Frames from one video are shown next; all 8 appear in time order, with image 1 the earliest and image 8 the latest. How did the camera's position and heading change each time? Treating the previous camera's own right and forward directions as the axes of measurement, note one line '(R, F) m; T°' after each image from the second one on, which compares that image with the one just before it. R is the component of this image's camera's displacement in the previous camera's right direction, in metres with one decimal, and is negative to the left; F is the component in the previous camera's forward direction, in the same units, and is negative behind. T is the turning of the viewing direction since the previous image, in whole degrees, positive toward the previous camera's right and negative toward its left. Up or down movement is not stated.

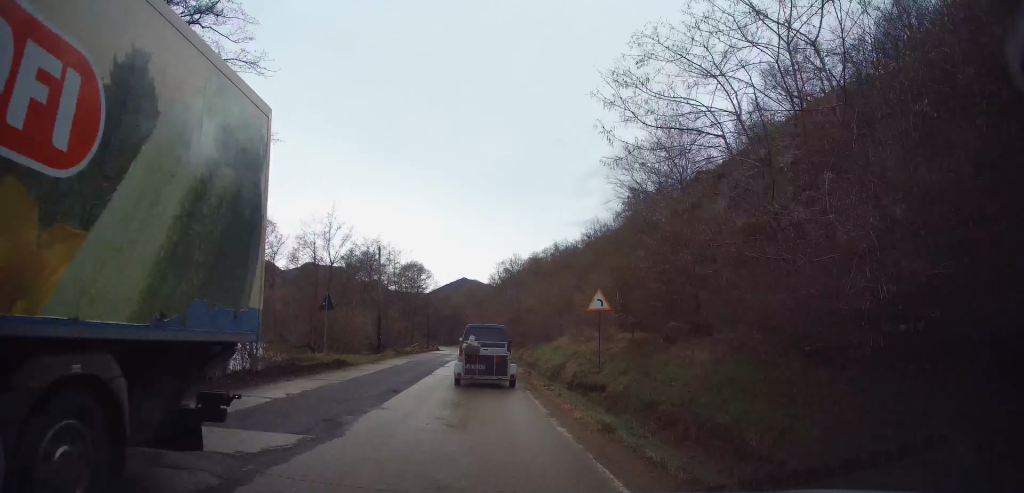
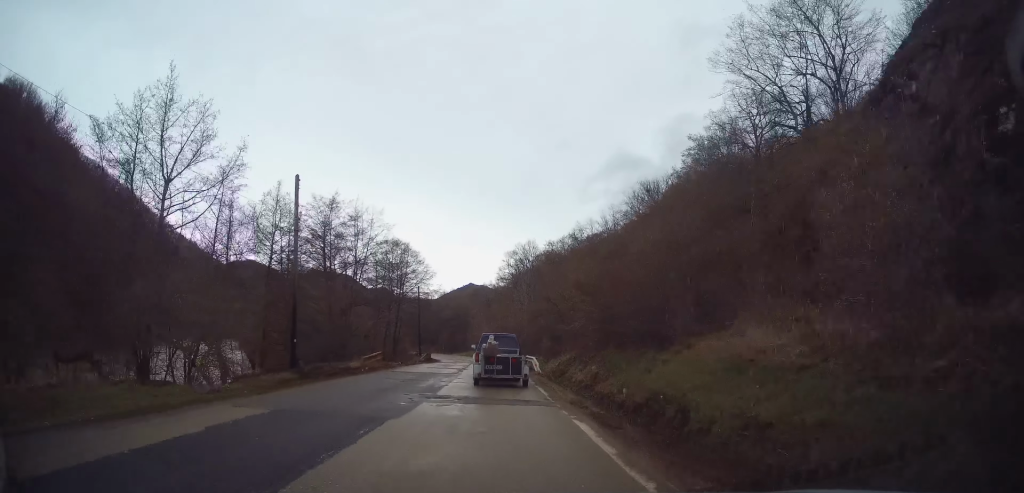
(0.0, +21.6) m; 0°
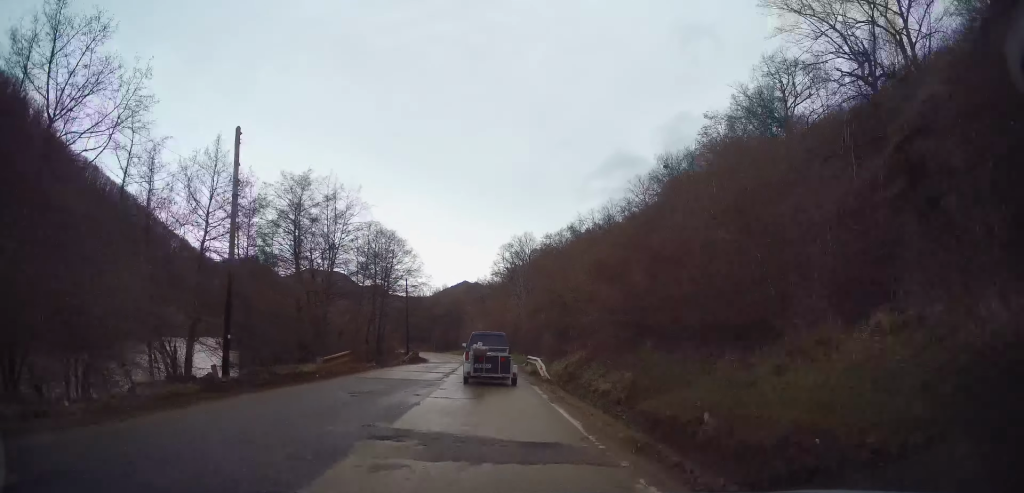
(+0.4, +5.8) m; -2°
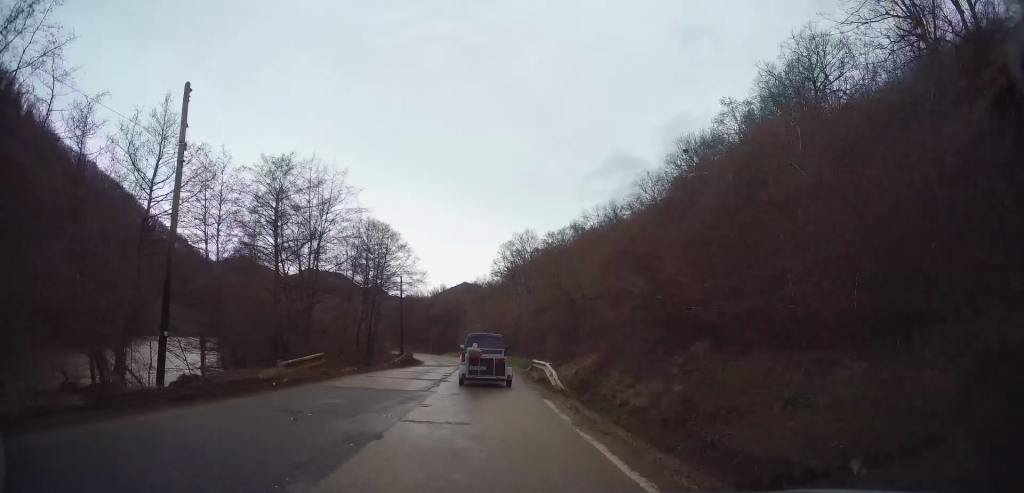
(-0.1, +3.9) m; -1°
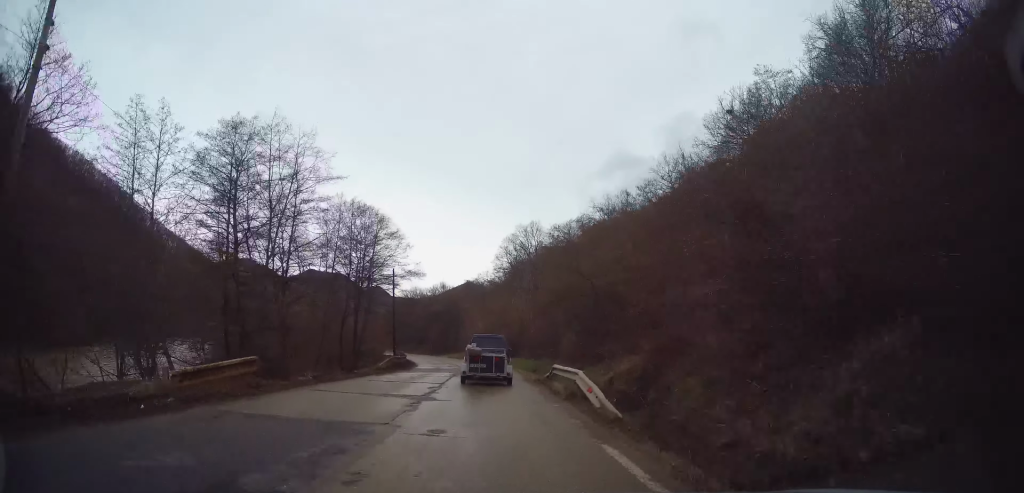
(-0.6, +6.3) m; 0°
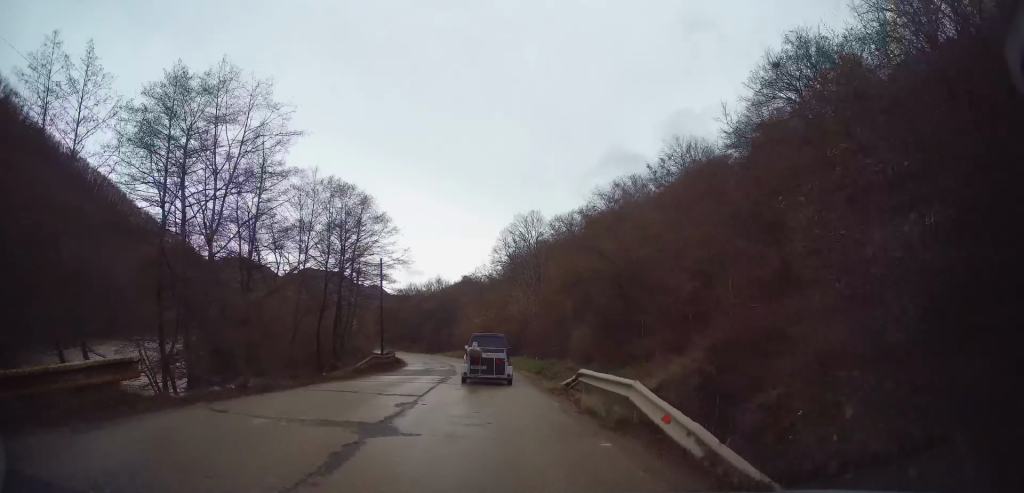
(+0.4, +5.2) m; +2°
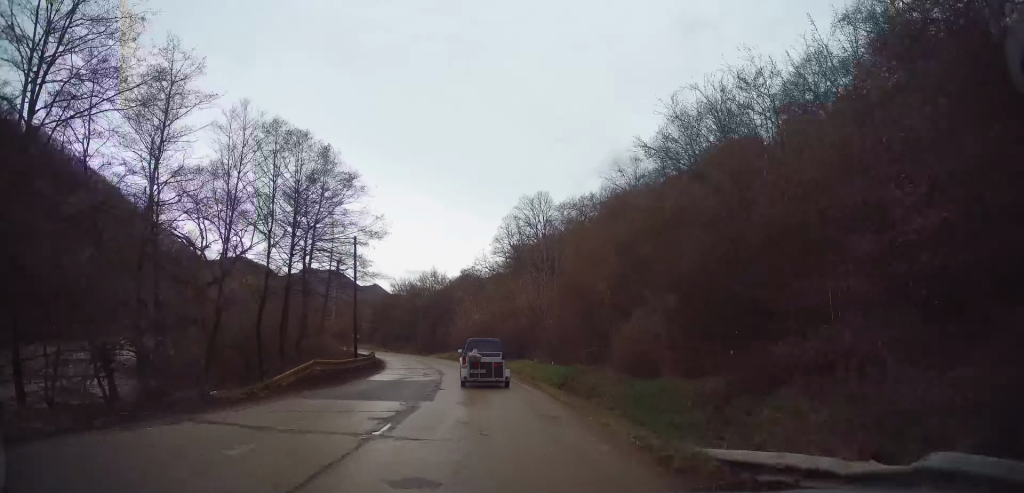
(+0.2, +10.0) m; +2°
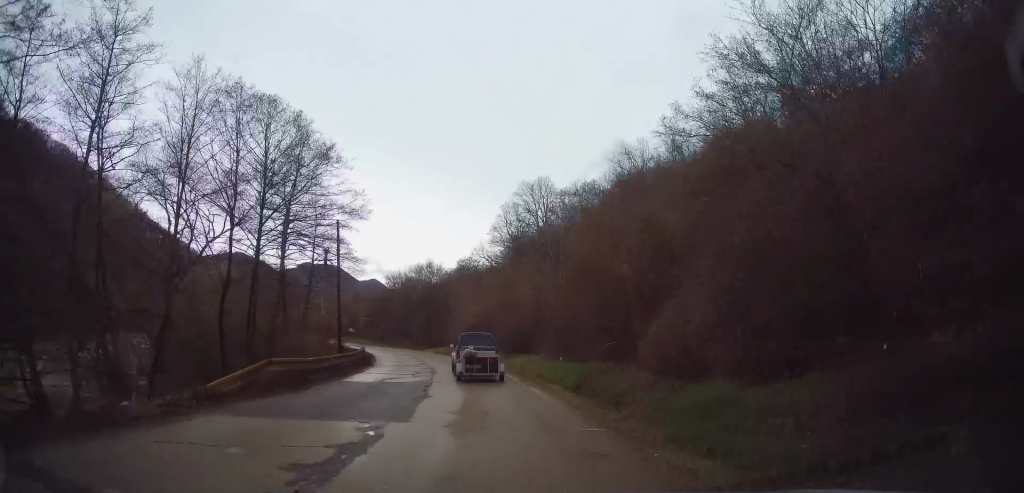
(-0.2, +3.8) m; 0°
